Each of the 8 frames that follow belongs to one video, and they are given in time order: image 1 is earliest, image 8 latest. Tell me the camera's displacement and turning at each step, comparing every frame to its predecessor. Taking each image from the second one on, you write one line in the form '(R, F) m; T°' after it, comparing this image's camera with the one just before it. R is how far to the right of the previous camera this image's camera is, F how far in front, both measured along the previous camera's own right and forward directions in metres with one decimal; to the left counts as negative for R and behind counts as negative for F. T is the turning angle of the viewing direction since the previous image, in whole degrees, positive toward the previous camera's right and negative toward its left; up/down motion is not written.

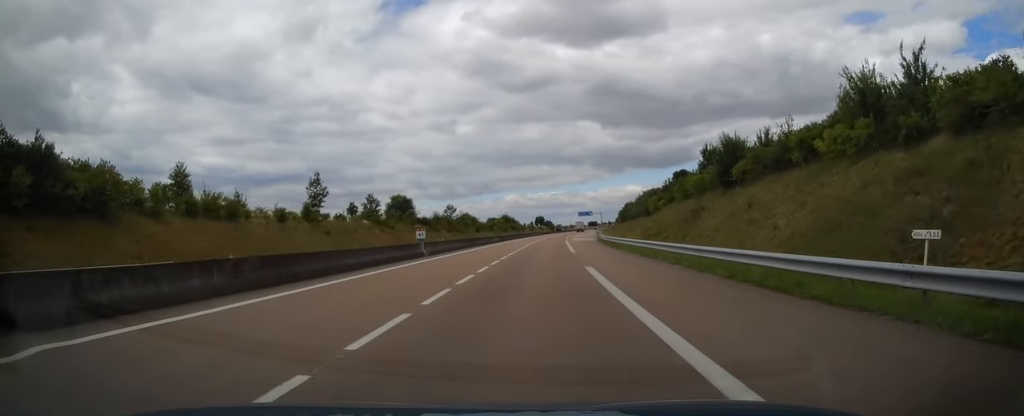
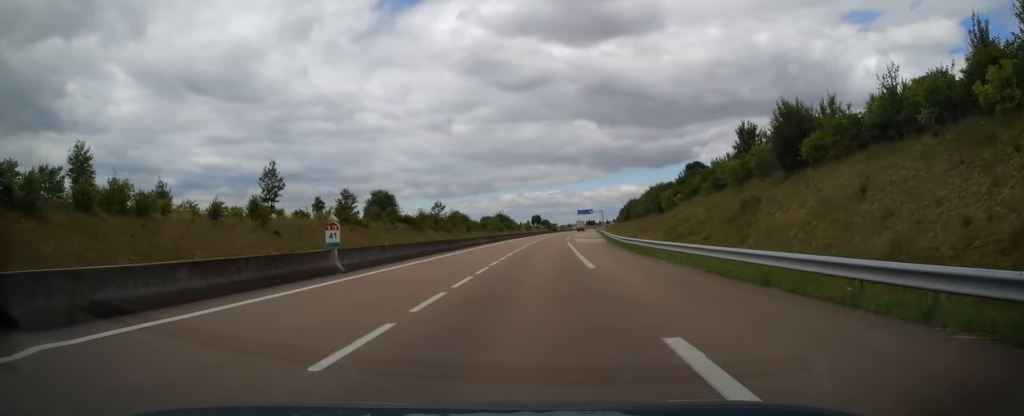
(+0.2, +14.2) m; 0°
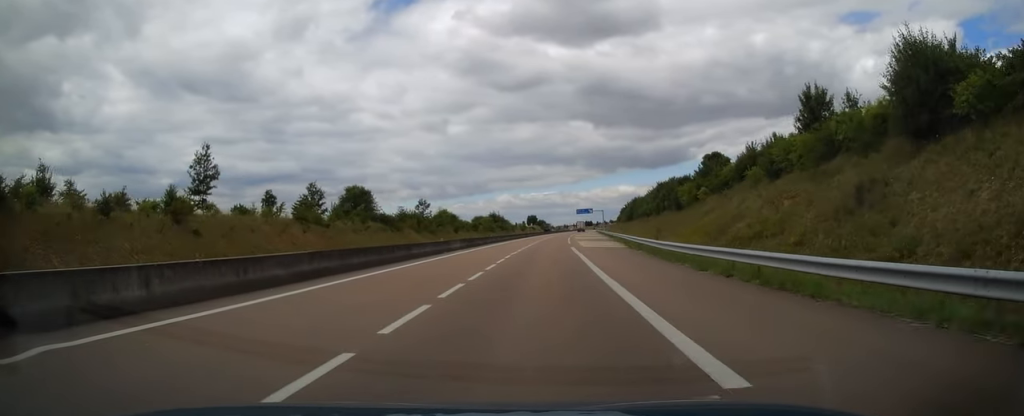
(0.0, +15.2) m; 0°
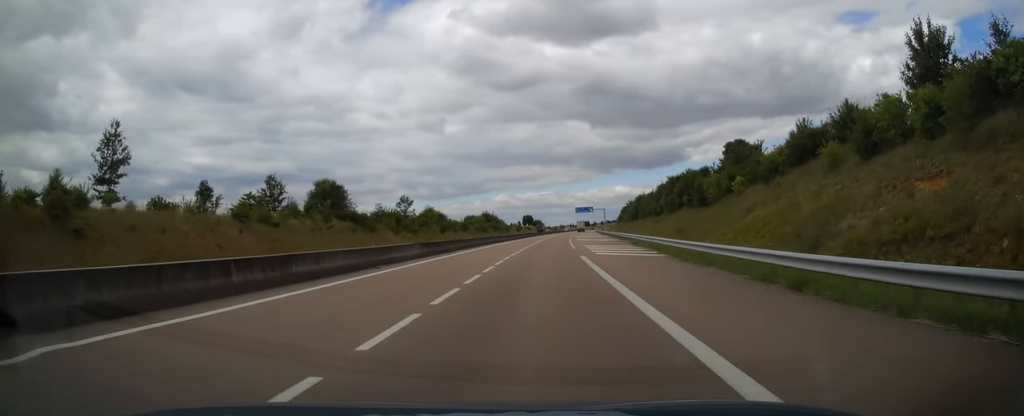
(0.0, +14.2) m; 0°
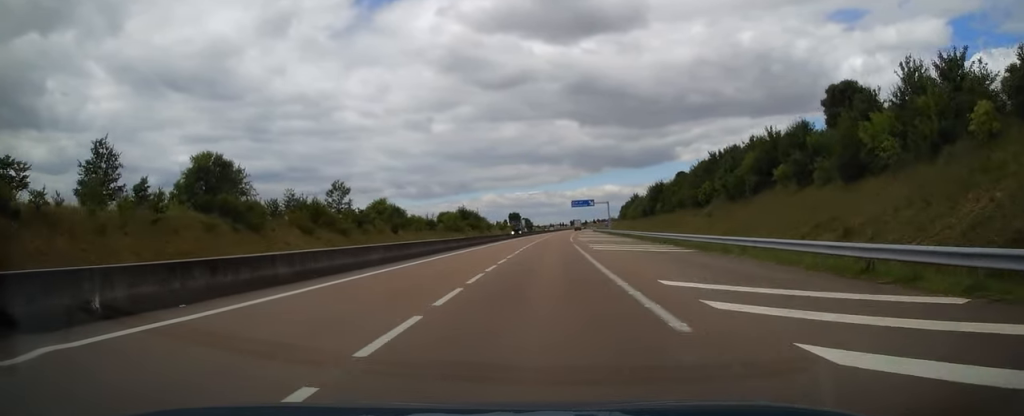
(+0.2, +35.3) m; +1°
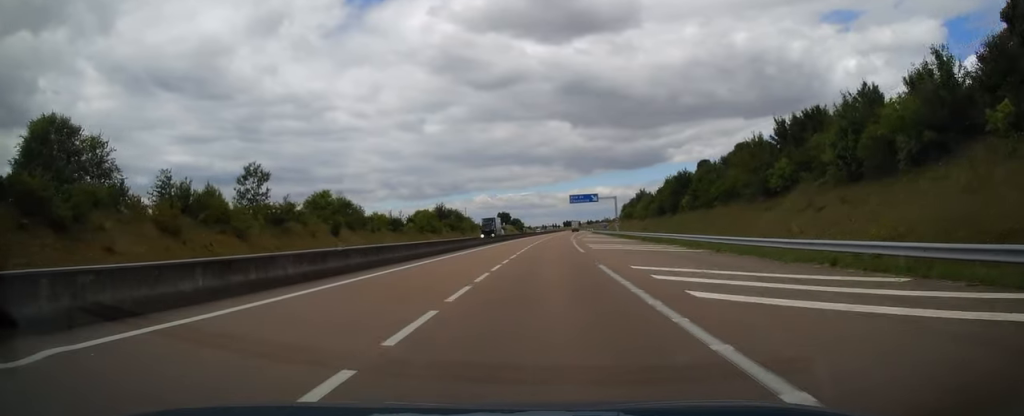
(+0.3, +25.5) m; 0°
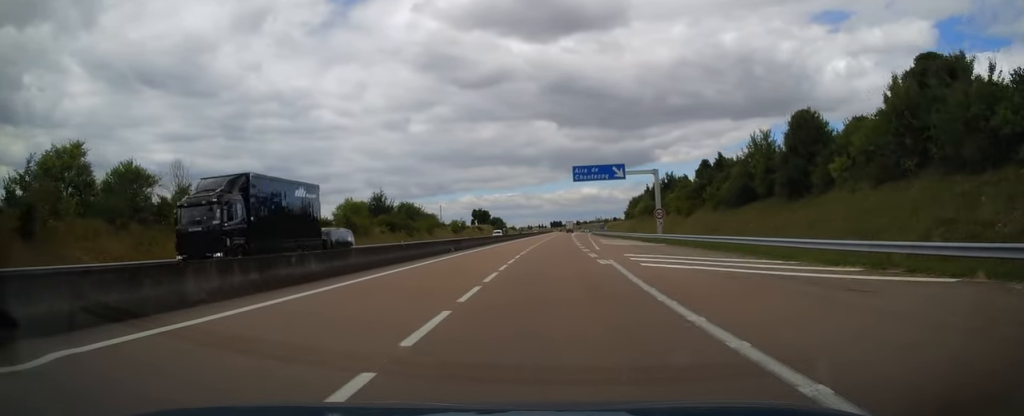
(+0.4, +47.9) m; +2°
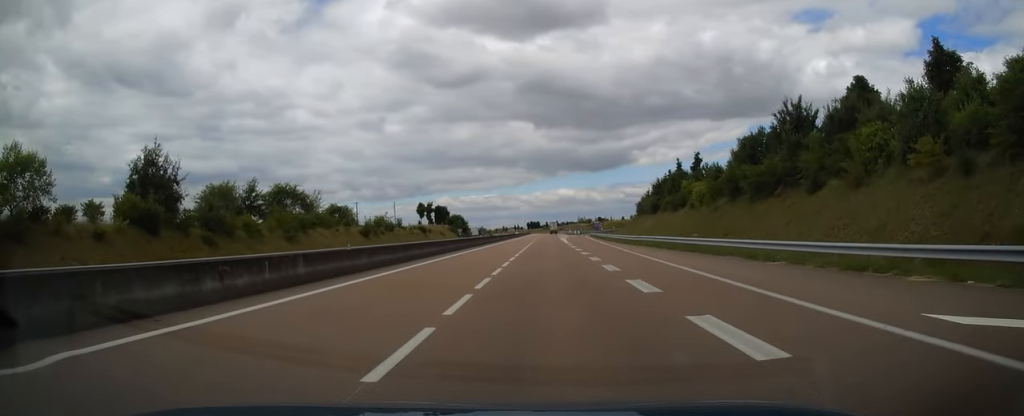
(+1.3, +62.7) m; +2°
